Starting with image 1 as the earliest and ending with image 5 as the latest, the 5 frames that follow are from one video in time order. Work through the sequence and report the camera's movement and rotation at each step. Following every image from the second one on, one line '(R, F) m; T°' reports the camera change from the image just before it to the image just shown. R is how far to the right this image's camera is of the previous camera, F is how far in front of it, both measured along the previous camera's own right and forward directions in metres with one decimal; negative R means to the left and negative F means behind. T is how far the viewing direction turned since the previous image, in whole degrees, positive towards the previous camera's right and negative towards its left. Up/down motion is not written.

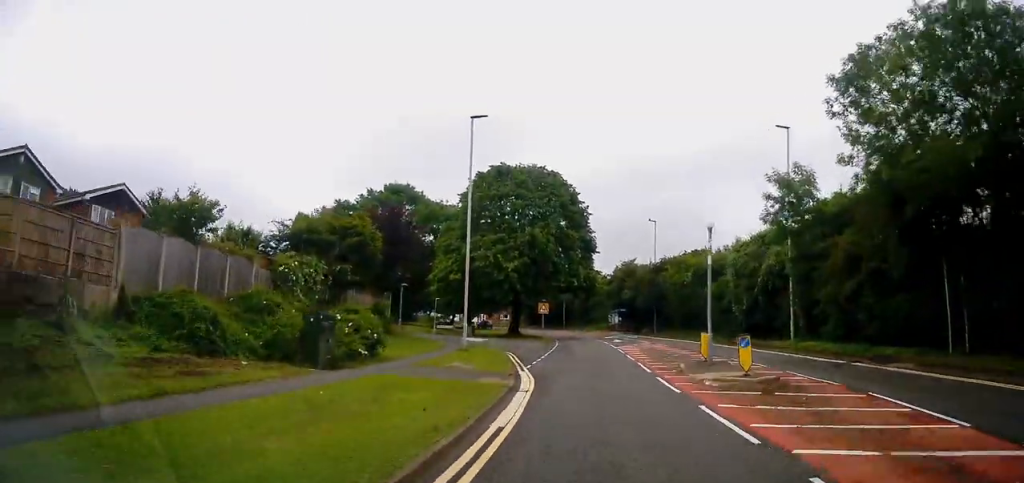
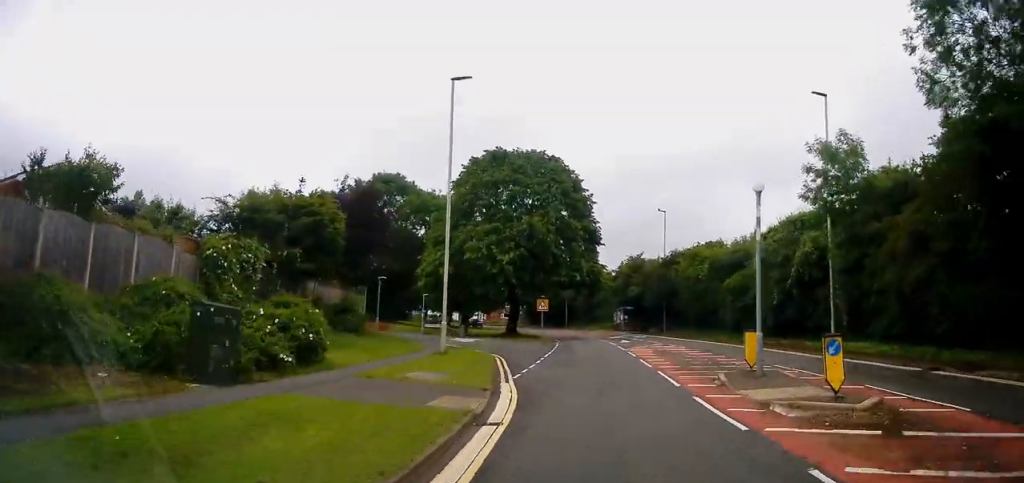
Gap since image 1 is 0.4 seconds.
(0.0, +5.1) m; 0°
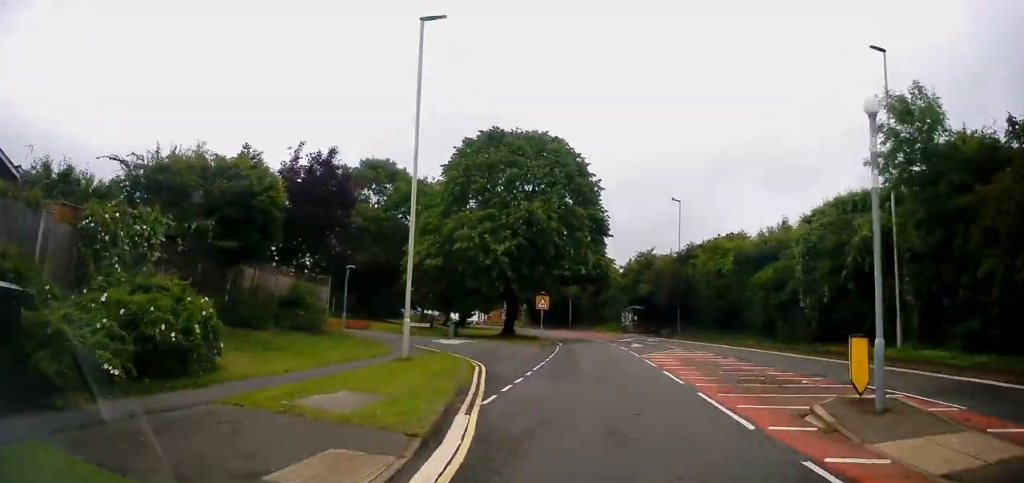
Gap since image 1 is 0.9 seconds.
(0.0, +5.9) m; -1°
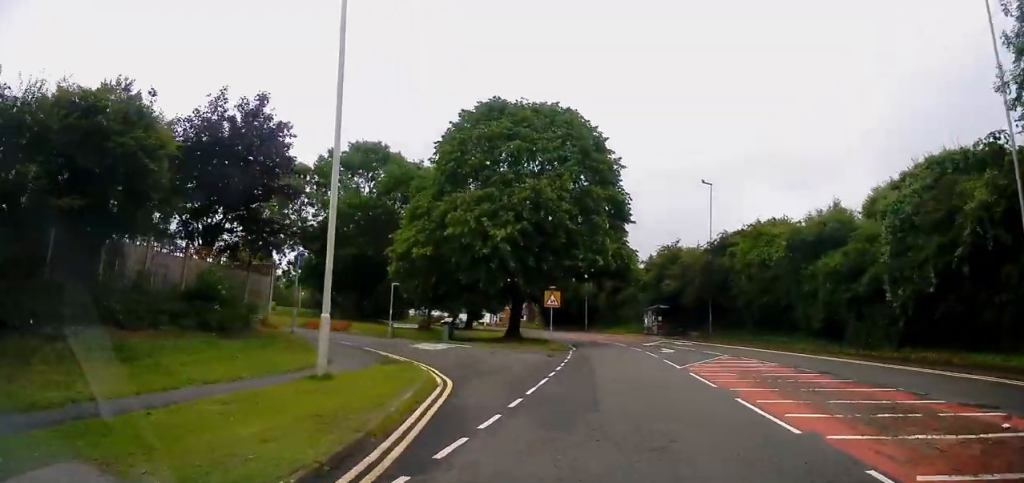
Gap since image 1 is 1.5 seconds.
(-0.1, +7.0) m; -3°
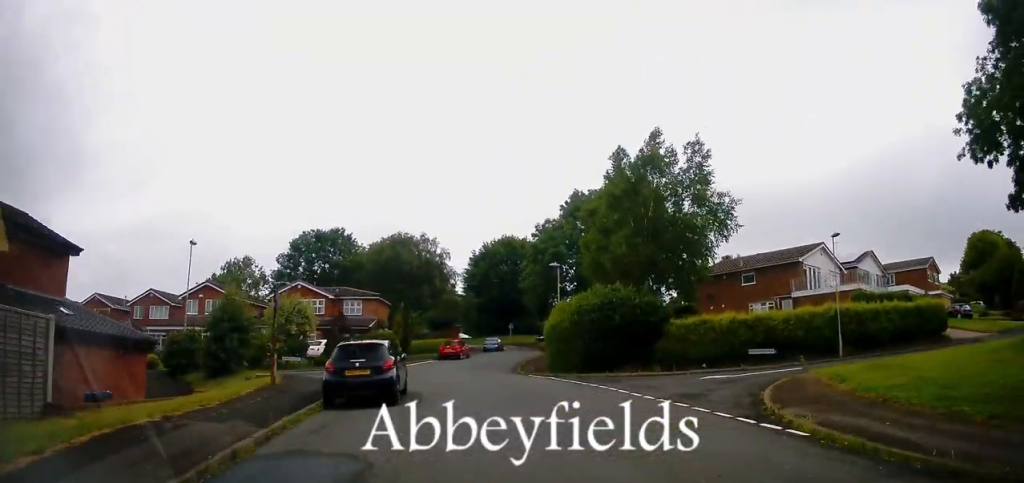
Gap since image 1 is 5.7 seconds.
(-16.1, +29.3) m; -71°
